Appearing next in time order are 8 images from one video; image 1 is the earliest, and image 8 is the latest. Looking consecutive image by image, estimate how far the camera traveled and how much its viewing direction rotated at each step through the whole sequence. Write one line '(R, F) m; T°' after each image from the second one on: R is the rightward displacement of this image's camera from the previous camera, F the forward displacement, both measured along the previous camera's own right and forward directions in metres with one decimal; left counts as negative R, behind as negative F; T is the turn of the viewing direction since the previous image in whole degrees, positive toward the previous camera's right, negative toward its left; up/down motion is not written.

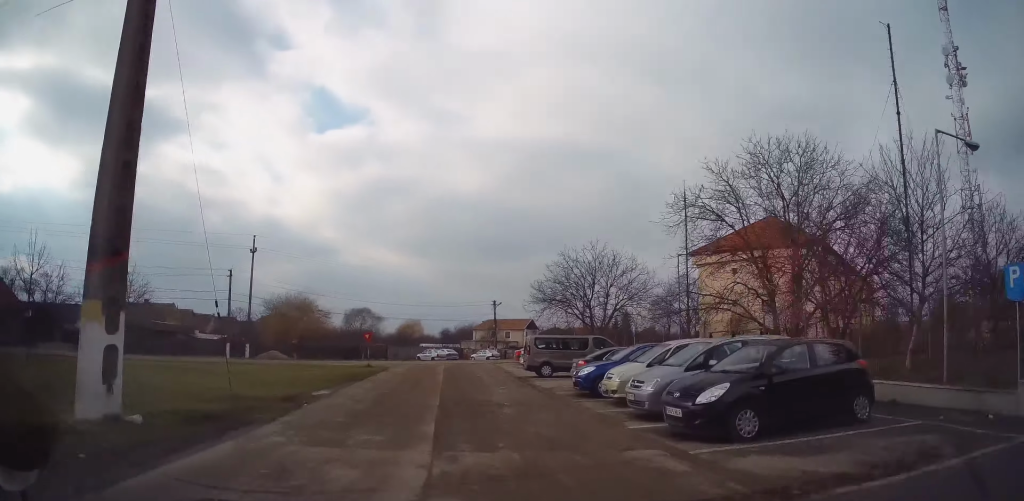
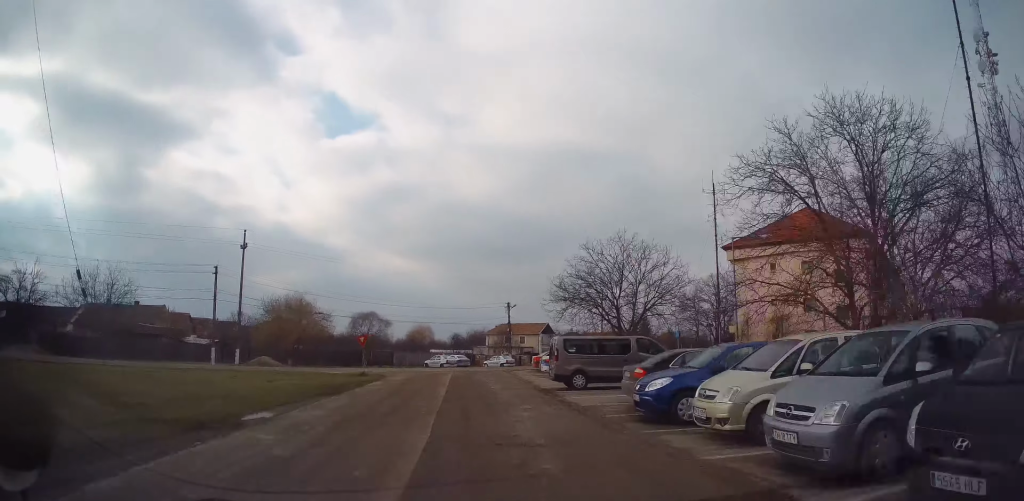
(+0.2, +5.3) m; +2°
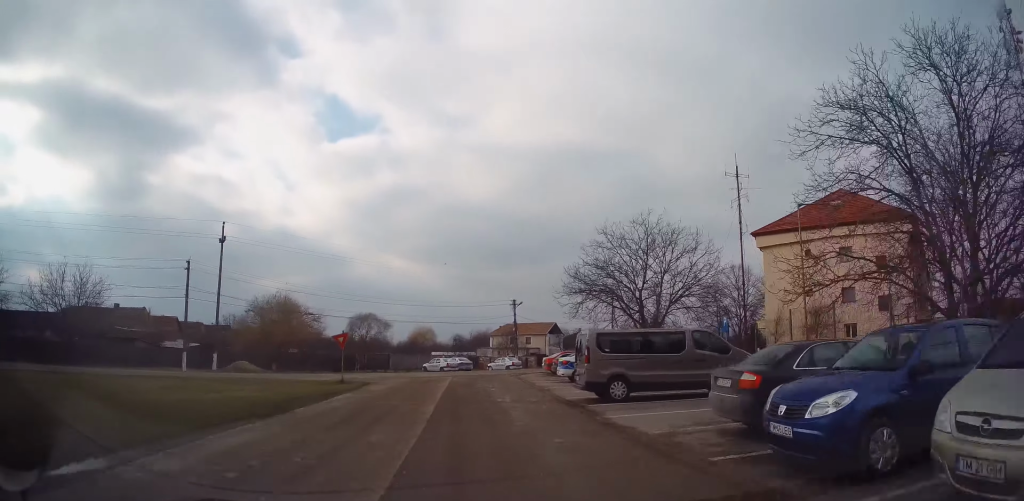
(+0.1, +5.2) m; +1°
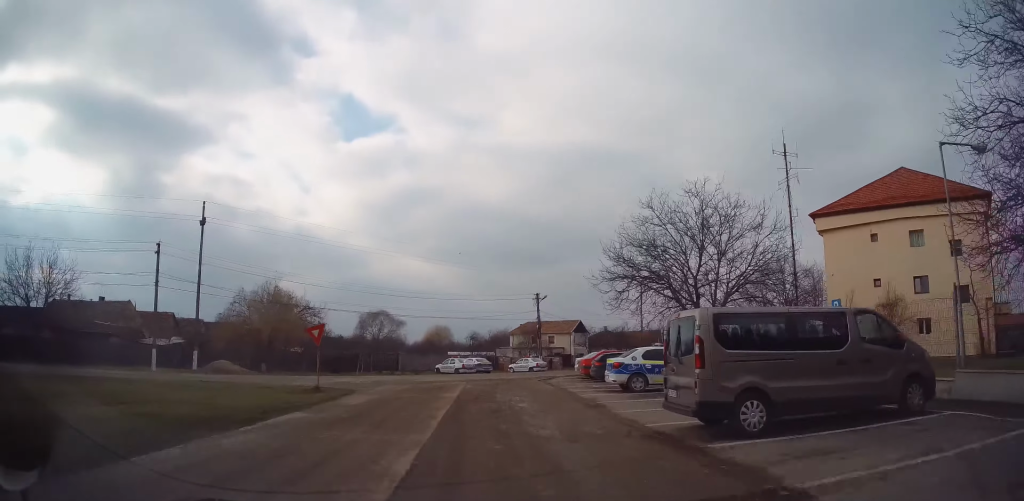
(+0.2, +6.5) m; -2°
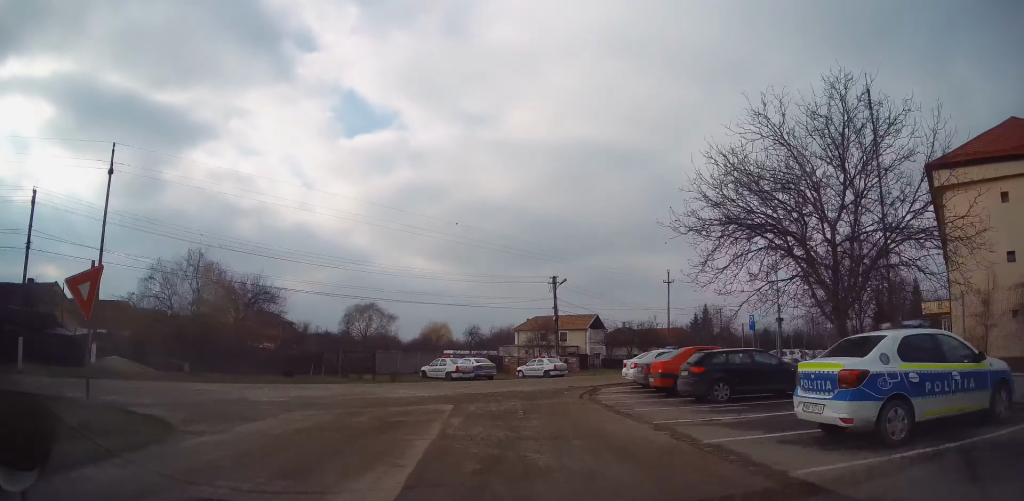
(-0.8, +11.8) m; -2°
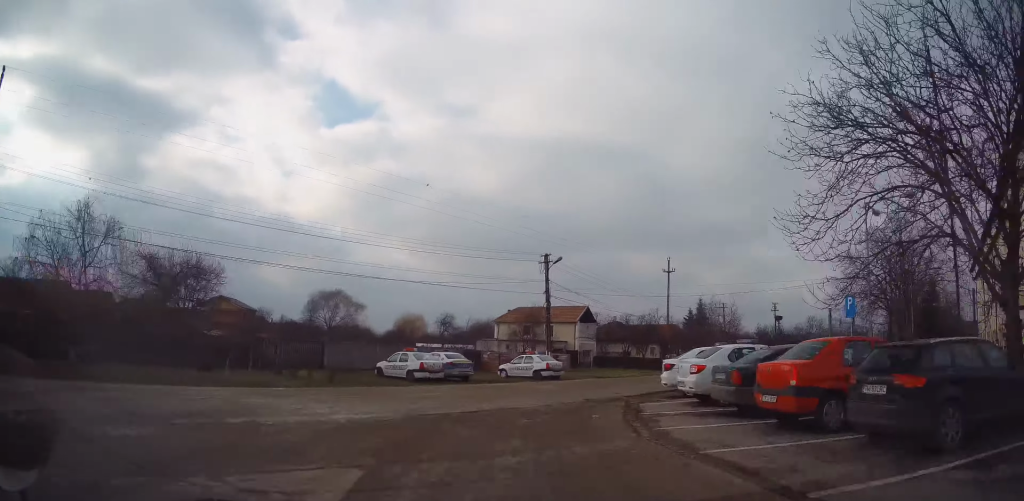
(+0.4, +8.4) m; +4°
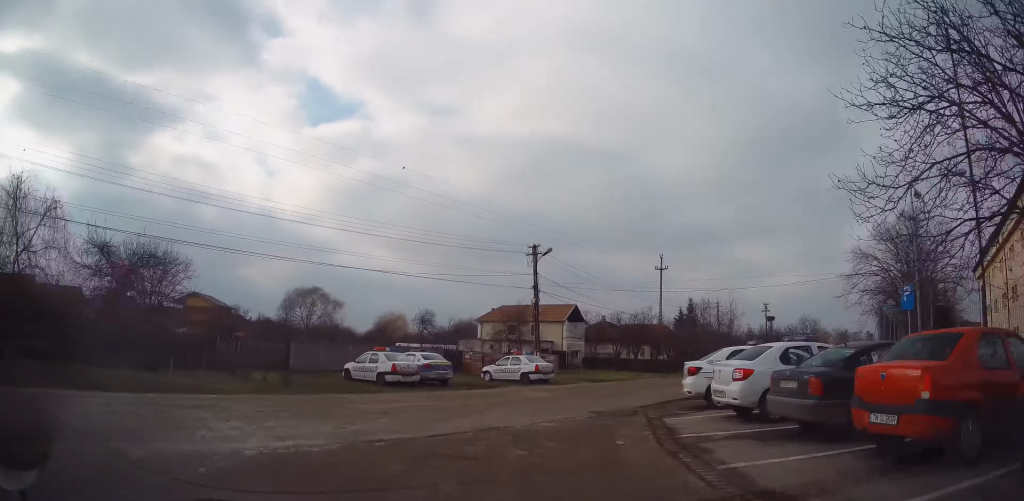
(+0.1, +3.6) m; +1°
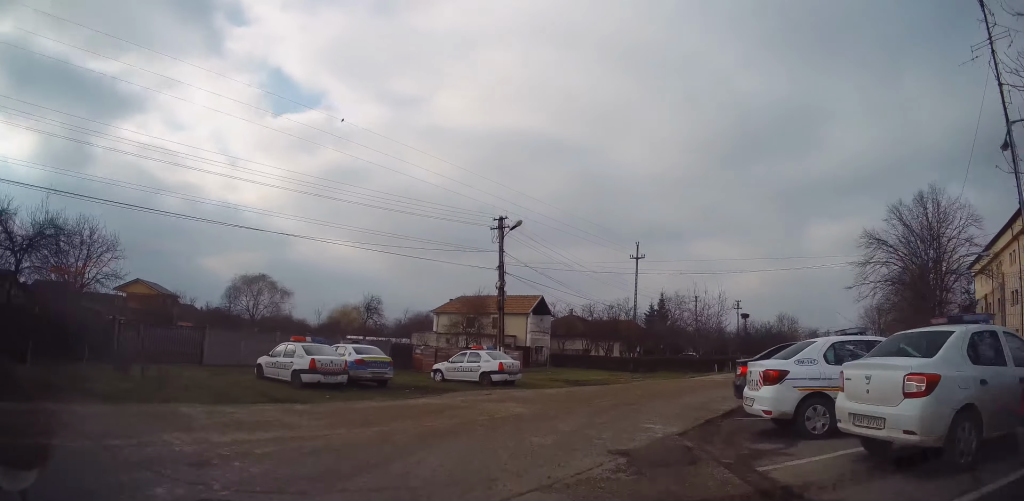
(-0.2, +6.3) m; +2°
